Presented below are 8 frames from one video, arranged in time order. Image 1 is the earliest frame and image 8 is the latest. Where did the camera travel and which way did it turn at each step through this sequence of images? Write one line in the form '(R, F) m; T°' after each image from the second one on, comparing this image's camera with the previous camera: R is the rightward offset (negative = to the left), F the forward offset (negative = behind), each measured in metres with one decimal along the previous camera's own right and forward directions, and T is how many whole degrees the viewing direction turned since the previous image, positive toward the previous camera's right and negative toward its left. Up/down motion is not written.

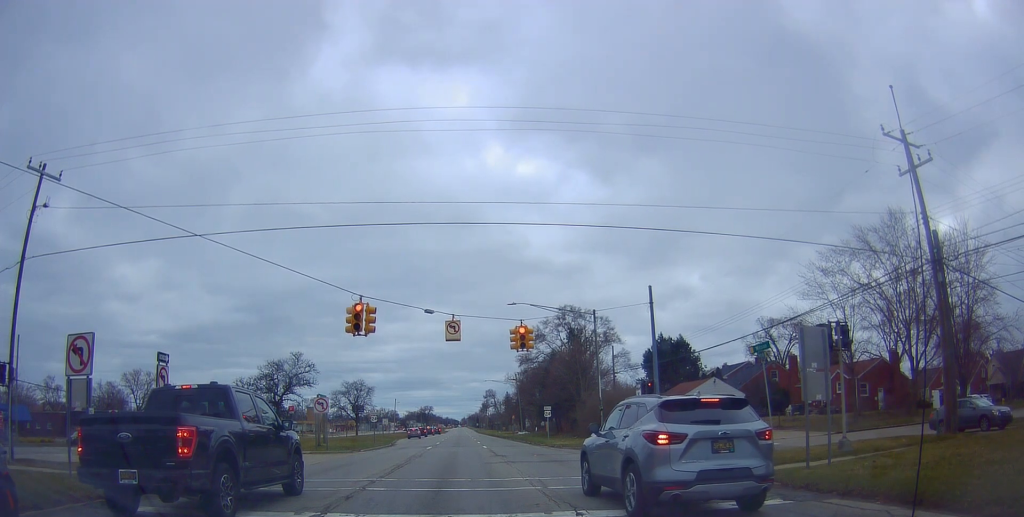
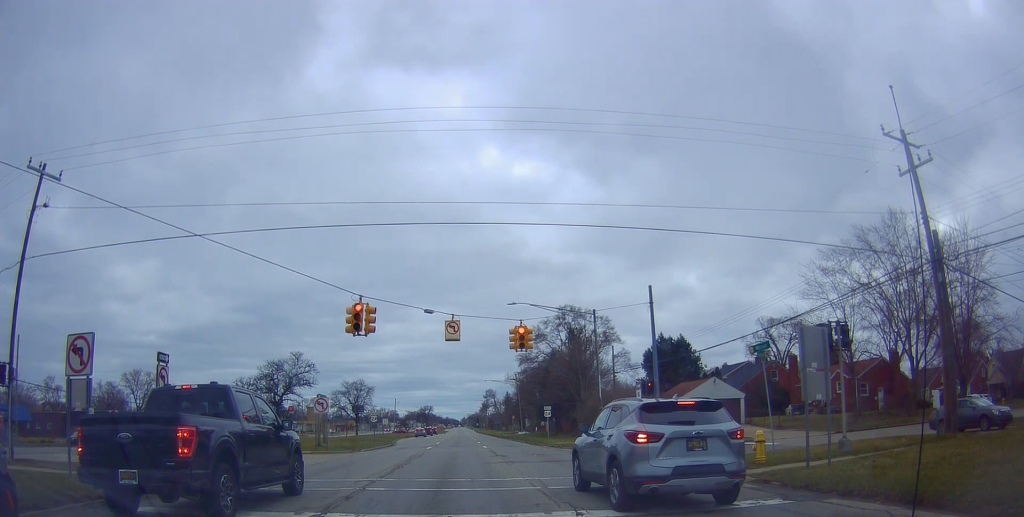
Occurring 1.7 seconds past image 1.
(+0.2, +0.3) m; 0°
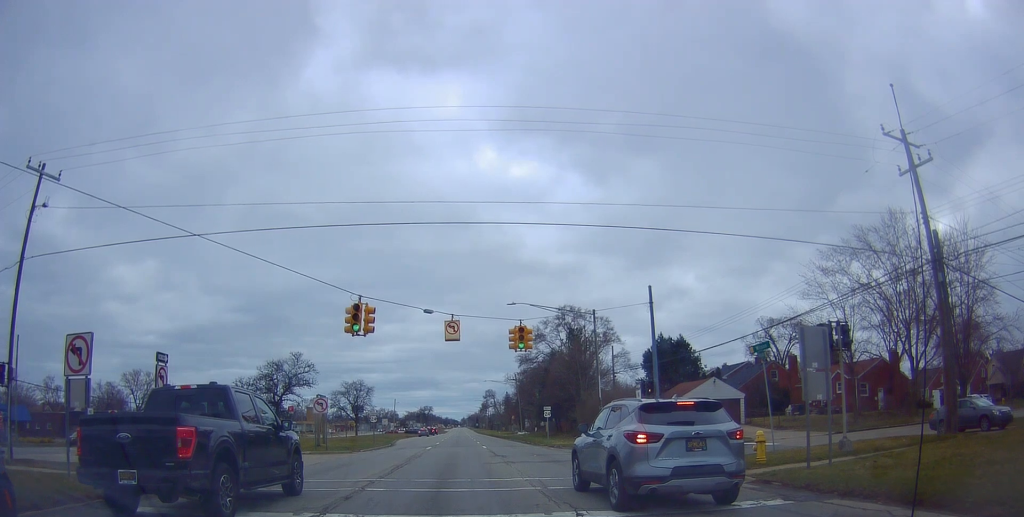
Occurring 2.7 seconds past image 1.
(0.0, 0.0) m; 0°
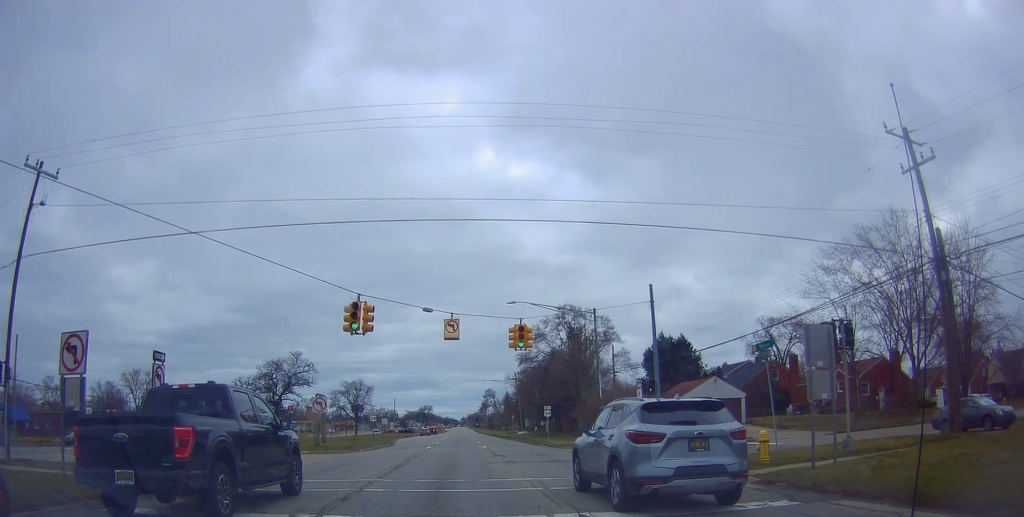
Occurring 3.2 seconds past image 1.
(0.0, 0.0) m; 0°
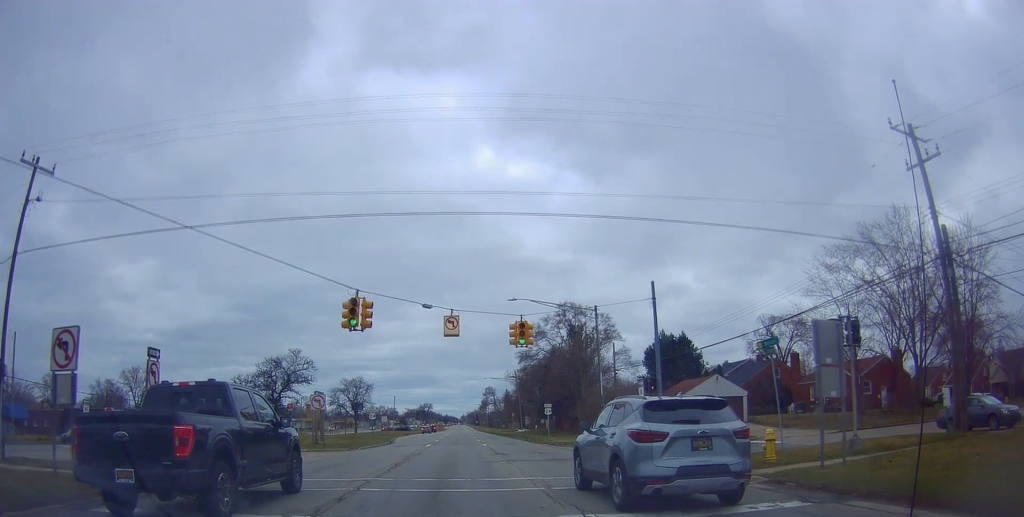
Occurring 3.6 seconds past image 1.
(0.0, 0.0) m; 0°
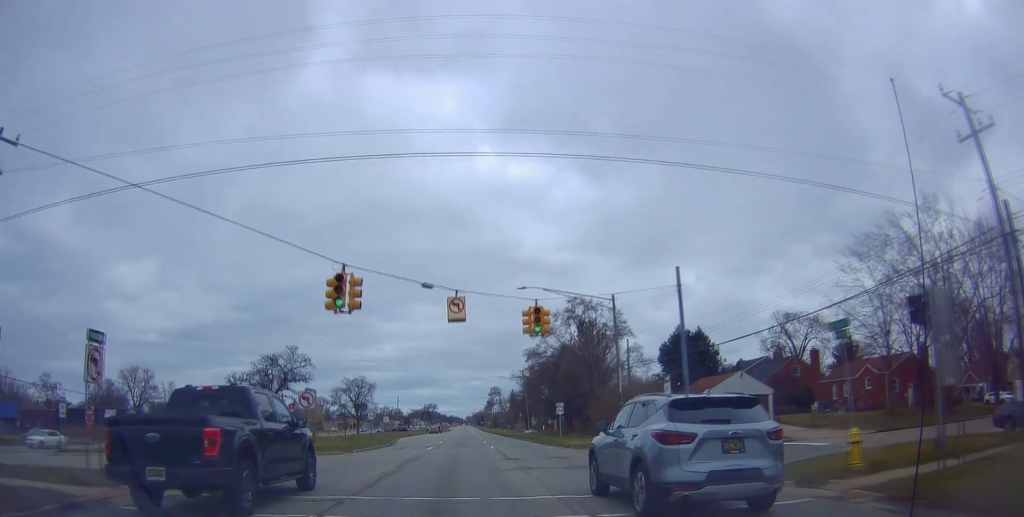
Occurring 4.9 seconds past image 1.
(0.0, +0.8) m; -3°
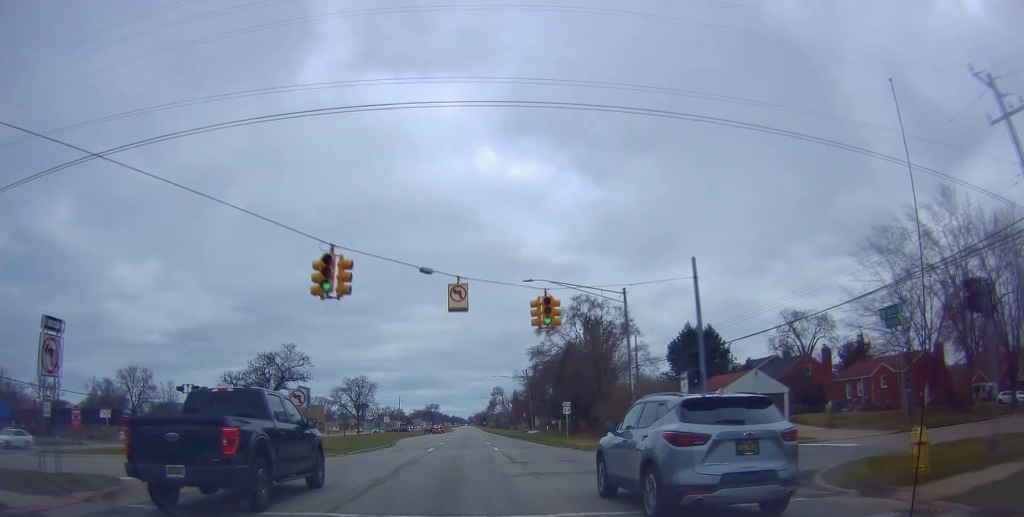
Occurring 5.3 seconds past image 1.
(0.0, +0.7) m; -2°
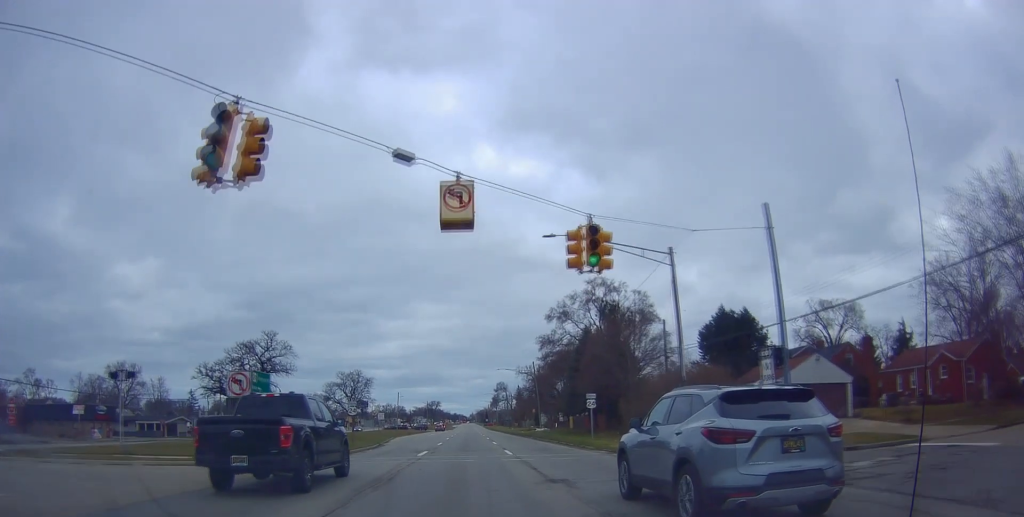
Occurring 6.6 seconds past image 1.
(0.0, +4.8) m; 0°
